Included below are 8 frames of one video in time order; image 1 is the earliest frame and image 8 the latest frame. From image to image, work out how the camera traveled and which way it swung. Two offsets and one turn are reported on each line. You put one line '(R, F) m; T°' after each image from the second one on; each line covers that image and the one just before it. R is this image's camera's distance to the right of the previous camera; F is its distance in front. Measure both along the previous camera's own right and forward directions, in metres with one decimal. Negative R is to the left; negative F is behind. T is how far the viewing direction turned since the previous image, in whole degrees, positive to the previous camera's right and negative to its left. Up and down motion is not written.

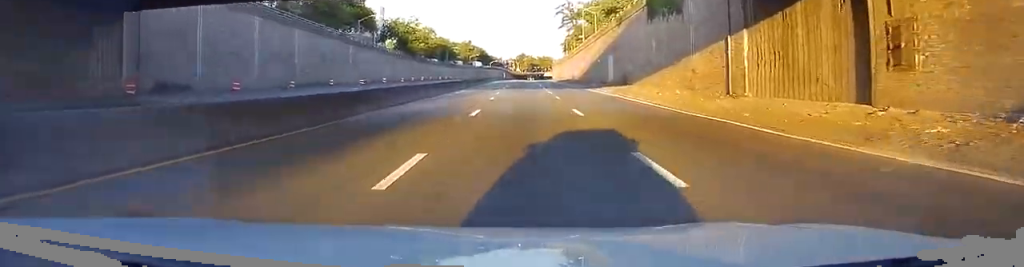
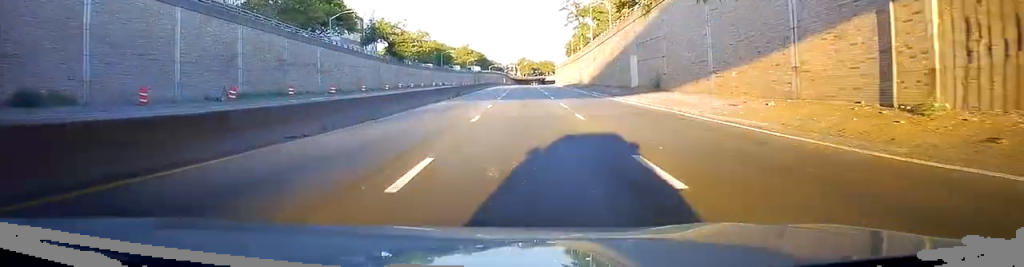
(-0.4, +12.9) m; -2°
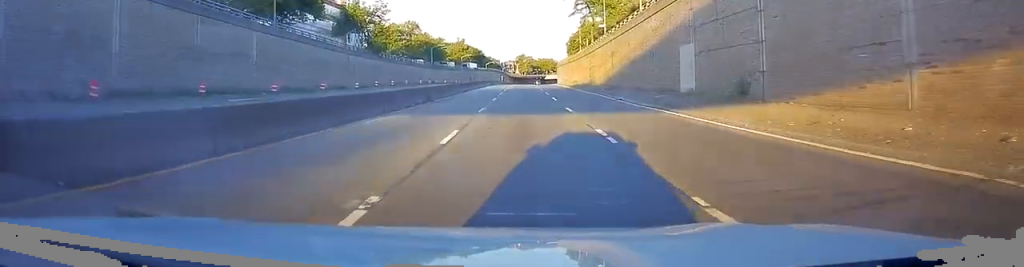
(-0.3, +16.7) m; +1°
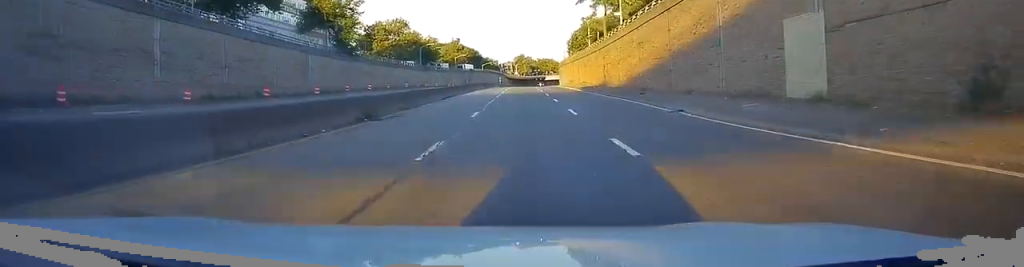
(0.0, +14.7) m; 0°
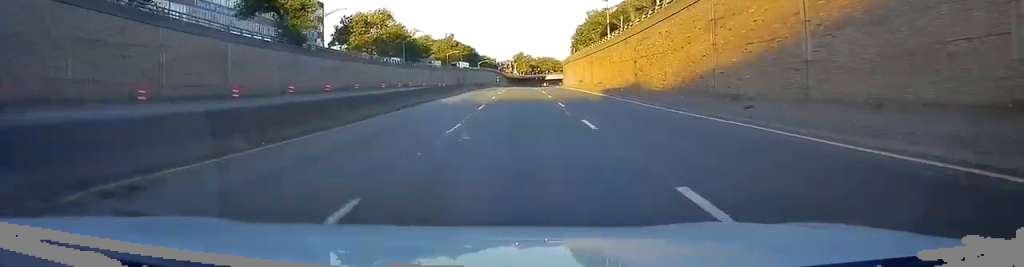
(+0.6, +18.2) m; 0°
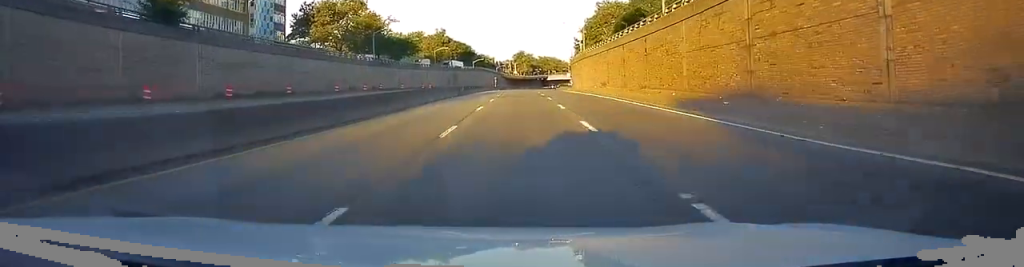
(-0.6, +23.4) m; +1°
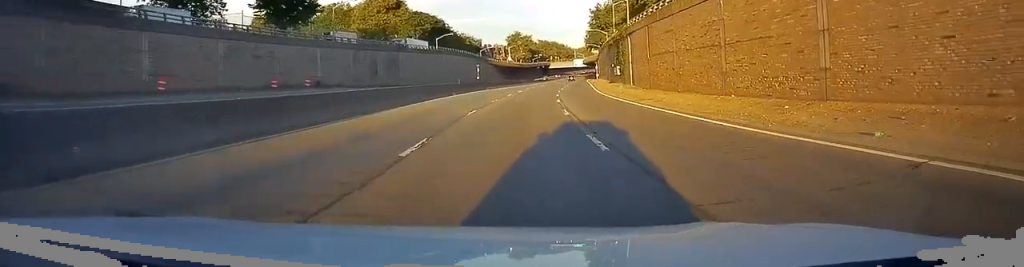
(+1.5, +71.7) m; +2°
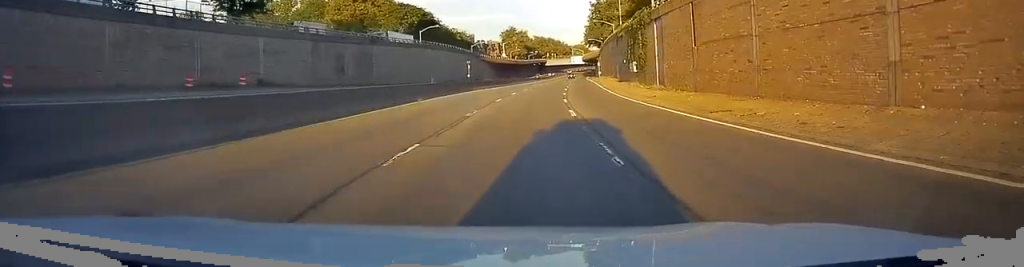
(-0.4, +12.8) m; +2°
